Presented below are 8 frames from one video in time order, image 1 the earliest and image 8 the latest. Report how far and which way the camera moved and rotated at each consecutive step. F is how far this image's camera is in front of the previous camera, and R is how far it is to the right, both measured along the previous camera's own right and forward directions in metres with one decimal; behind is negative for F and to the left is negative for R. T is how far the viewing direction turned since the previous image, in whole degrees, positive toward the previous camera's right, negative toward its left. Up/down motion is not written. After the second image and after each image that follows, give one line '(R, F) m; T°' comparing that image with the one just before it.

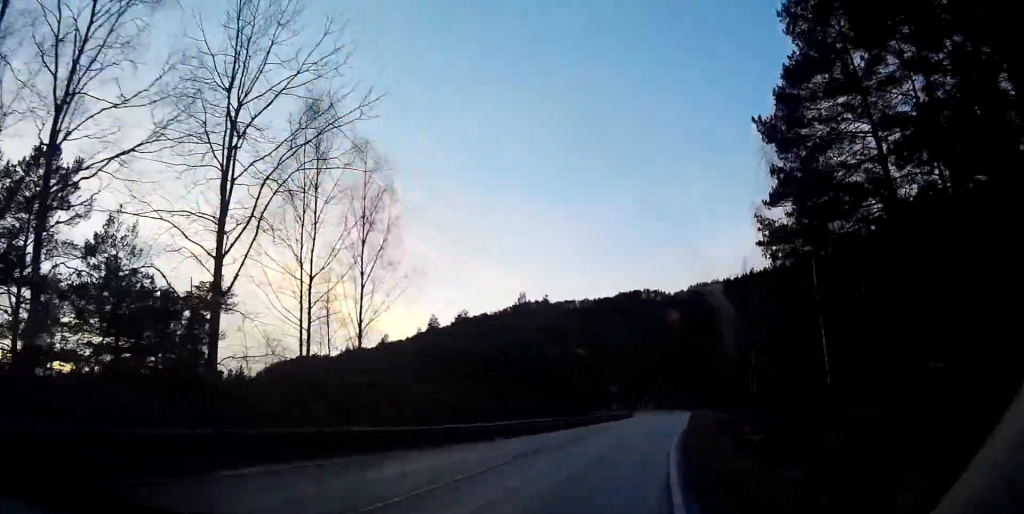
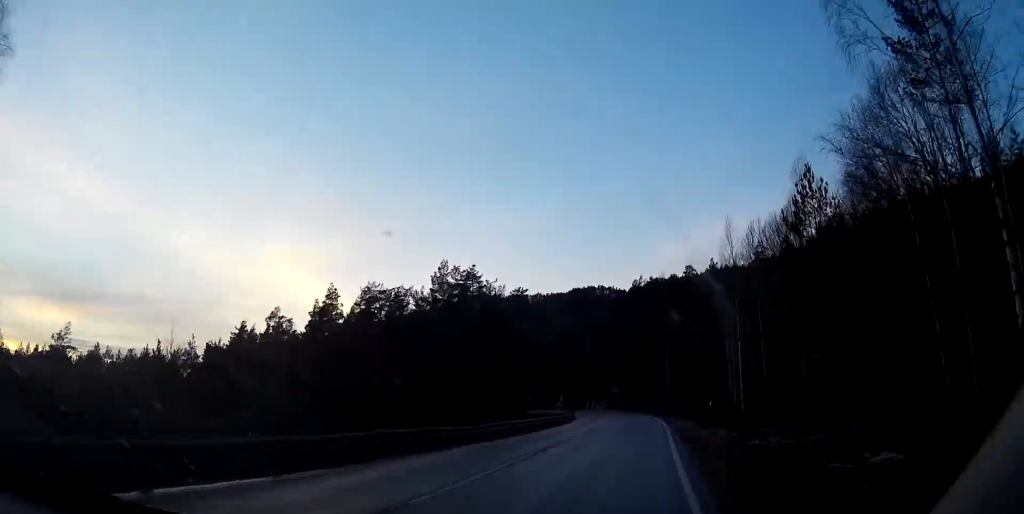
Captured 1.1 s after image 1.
(+0.6, +22.3) m; +3°
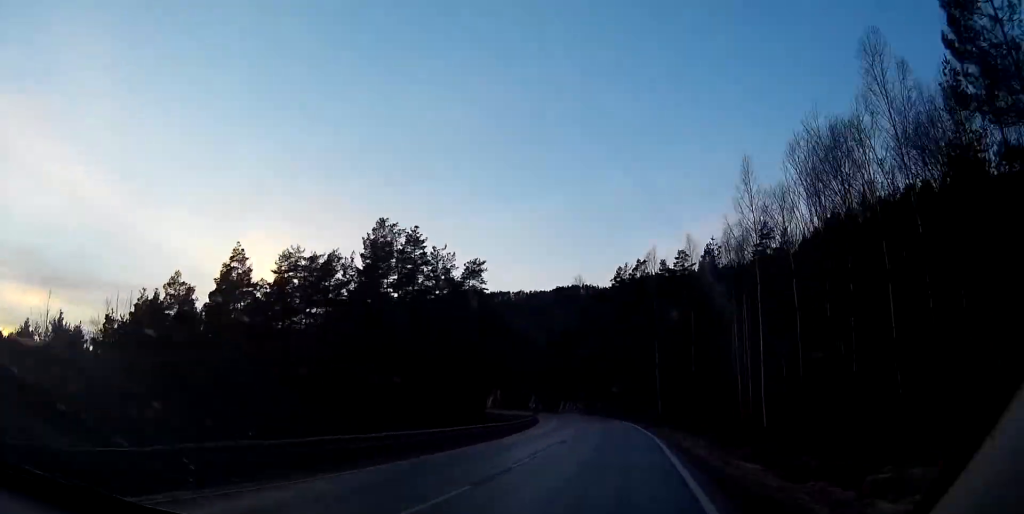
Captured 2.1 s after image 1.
(+0.4, +19.1) m; +1°
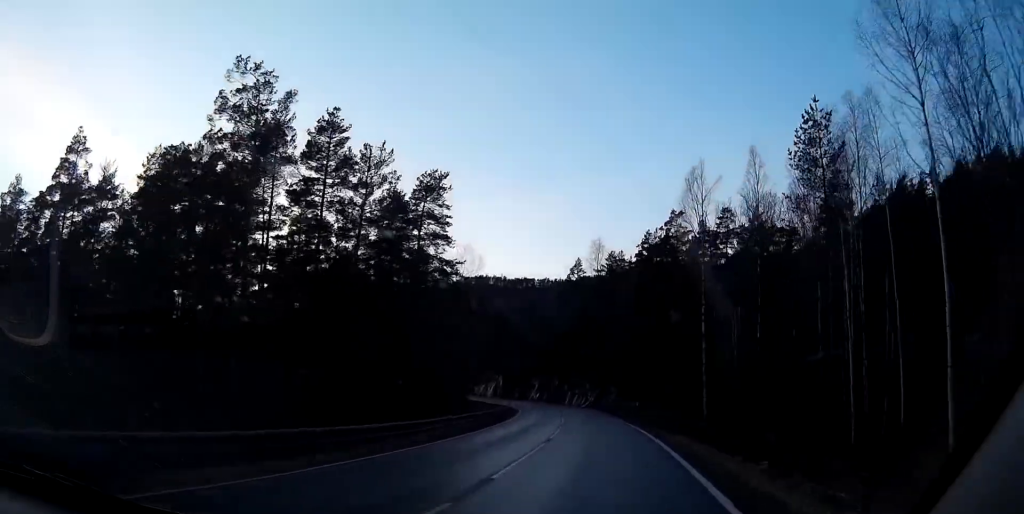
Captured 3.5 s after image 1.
(+0.2, +27.0) m; 0°
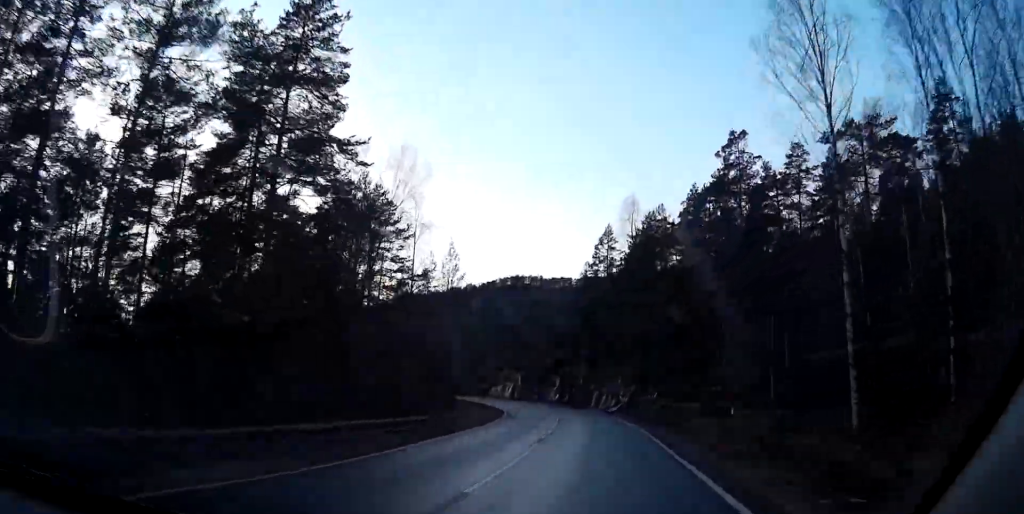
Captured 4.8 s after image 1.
(-0.6, +26.2) m; -4°
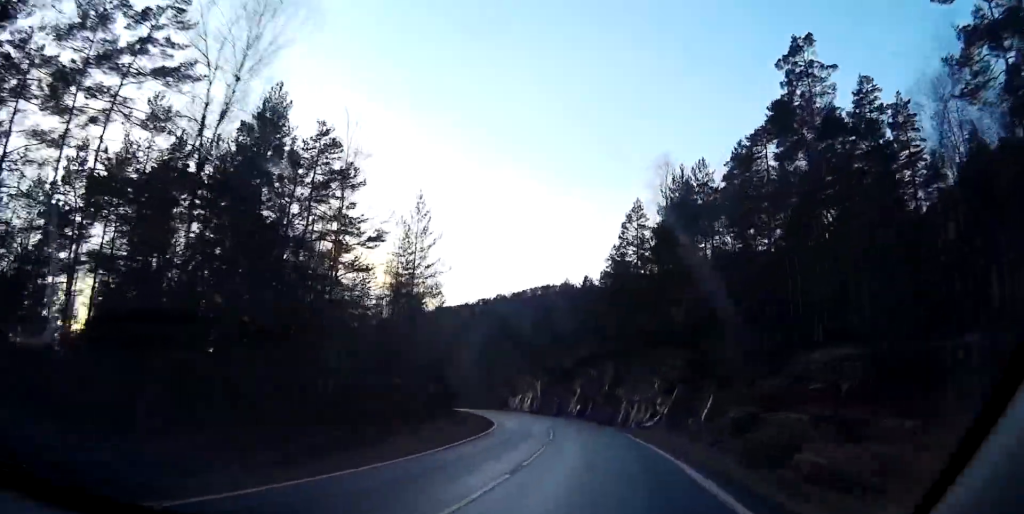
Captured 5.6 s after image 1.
(-0.5, +17.8) m; -3°
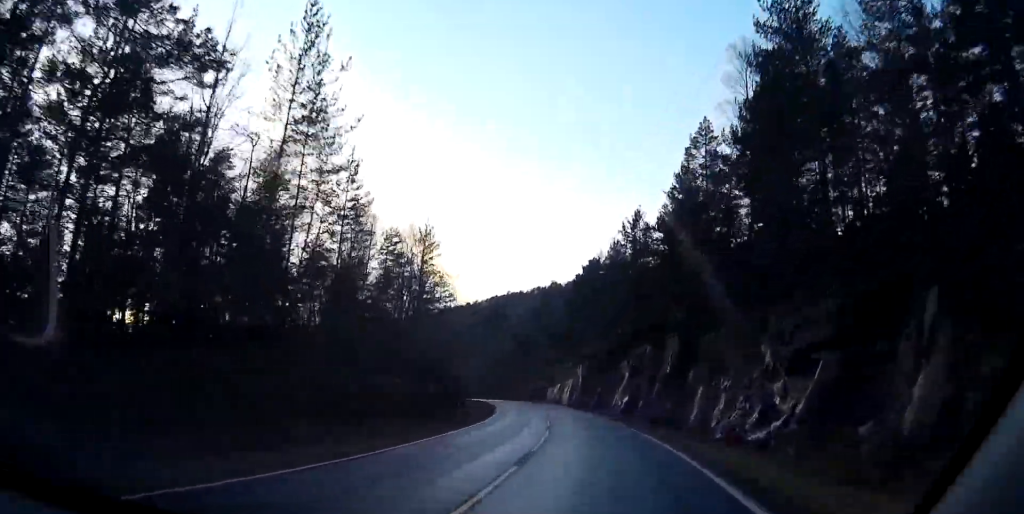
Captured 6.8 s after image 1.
(-0.6, +23.2) m; -4°
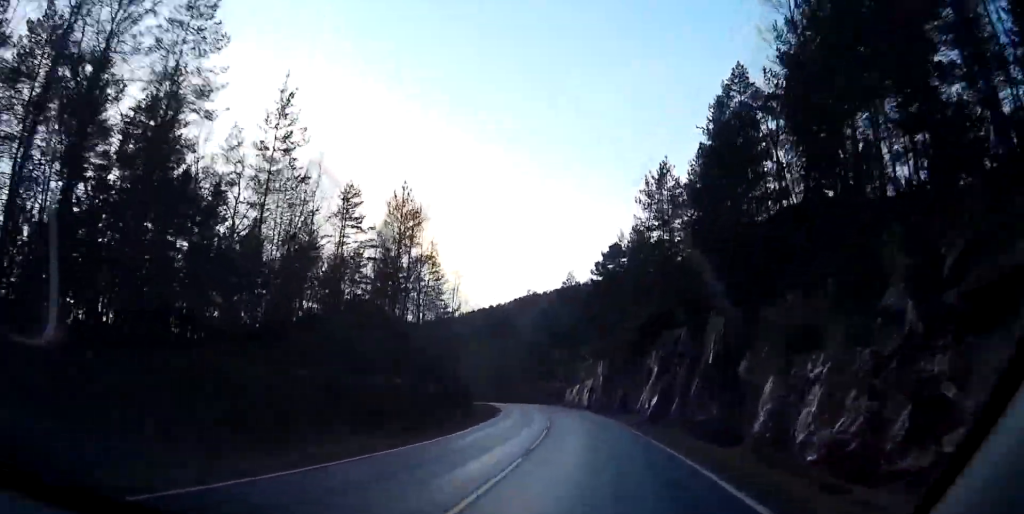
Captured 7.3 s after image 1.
(-0.3, +10.9) m; -2°
